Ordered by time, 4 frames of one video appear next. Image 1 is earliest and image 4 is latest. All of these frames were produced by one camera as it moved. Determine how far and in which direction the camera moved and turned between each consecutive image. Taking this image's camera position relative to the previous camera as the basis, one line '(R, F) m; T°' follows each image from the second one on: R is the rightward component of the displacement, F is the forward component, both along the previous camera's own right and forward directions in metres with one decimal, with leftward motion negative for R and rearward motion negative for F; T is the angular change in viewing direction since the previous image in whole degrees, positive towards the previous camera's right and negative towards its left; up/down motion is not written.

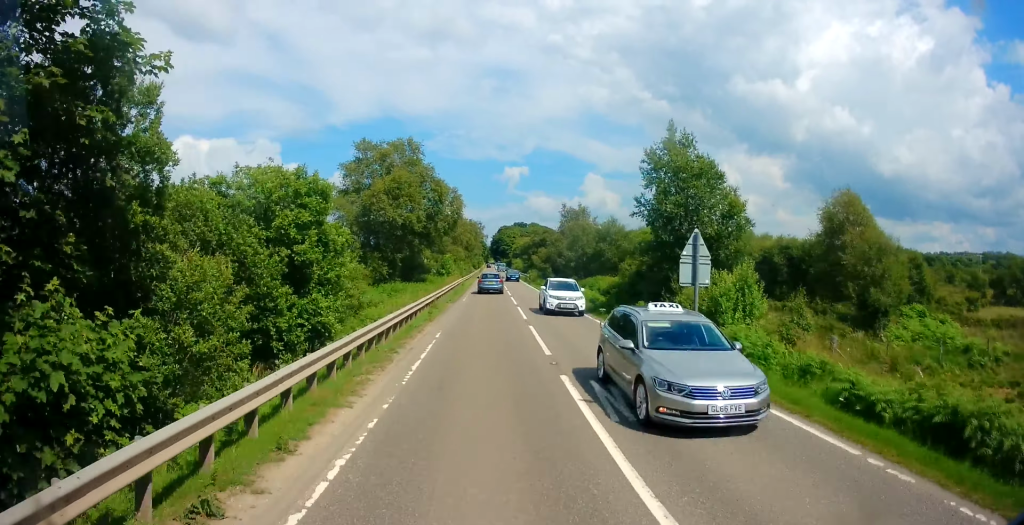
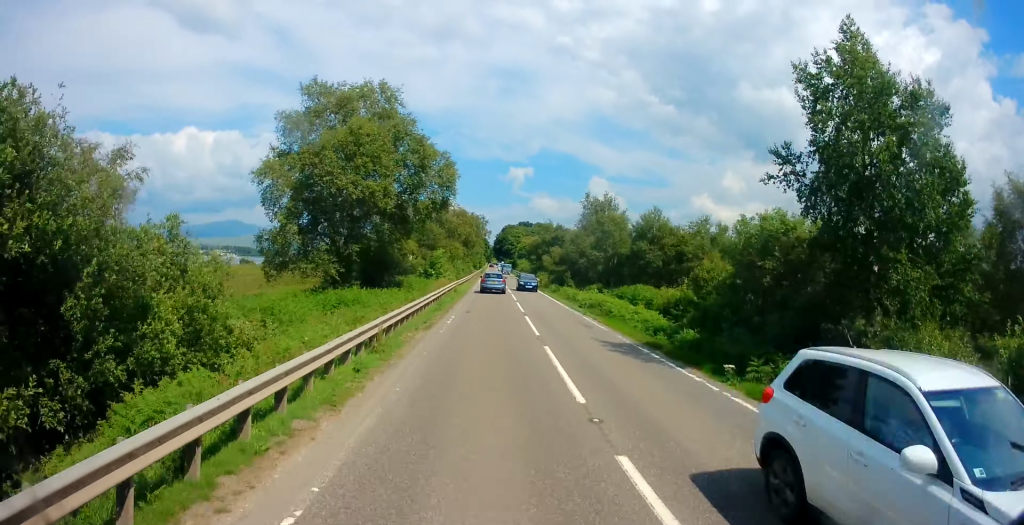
(+0.3, +13.7) m; +1°
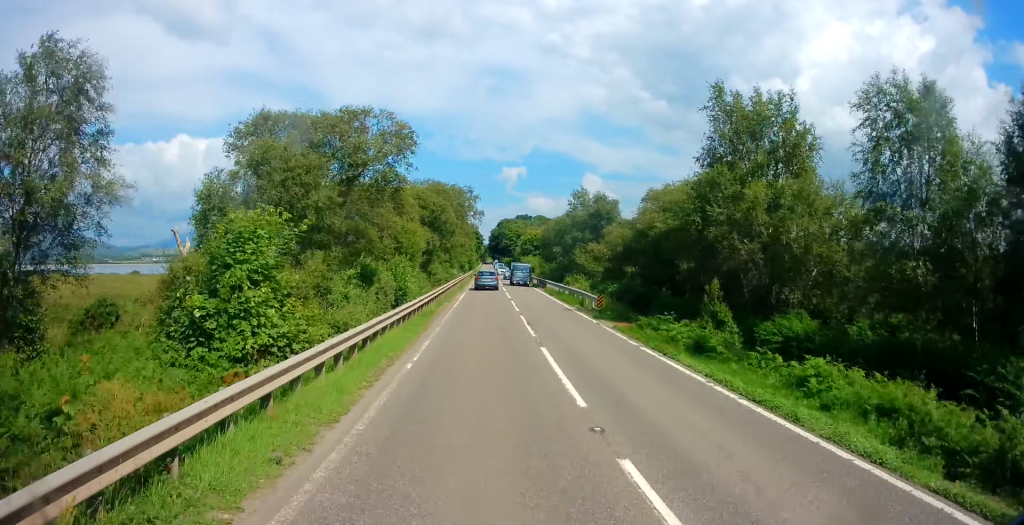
(0.0, +37.2) m; 0°
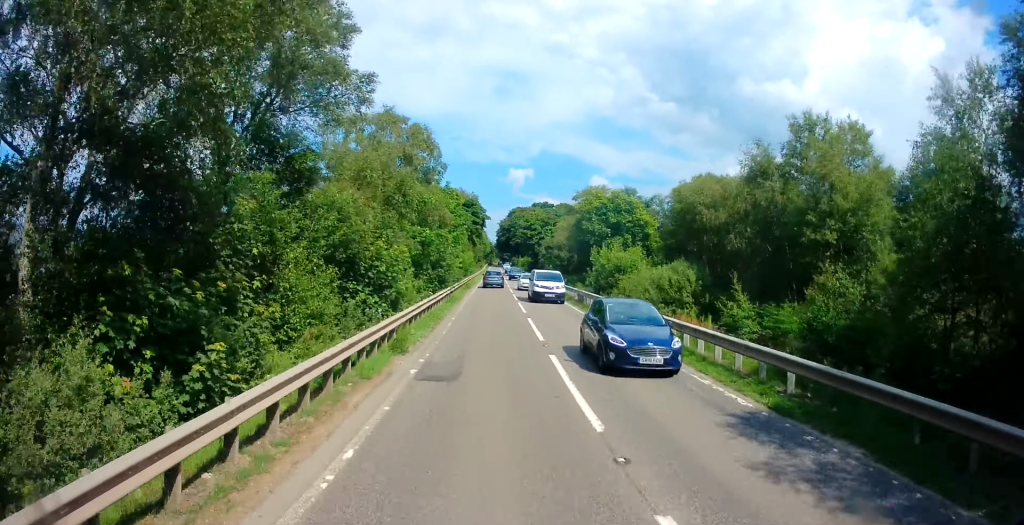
(+0.8, +63.0) m; -6°
